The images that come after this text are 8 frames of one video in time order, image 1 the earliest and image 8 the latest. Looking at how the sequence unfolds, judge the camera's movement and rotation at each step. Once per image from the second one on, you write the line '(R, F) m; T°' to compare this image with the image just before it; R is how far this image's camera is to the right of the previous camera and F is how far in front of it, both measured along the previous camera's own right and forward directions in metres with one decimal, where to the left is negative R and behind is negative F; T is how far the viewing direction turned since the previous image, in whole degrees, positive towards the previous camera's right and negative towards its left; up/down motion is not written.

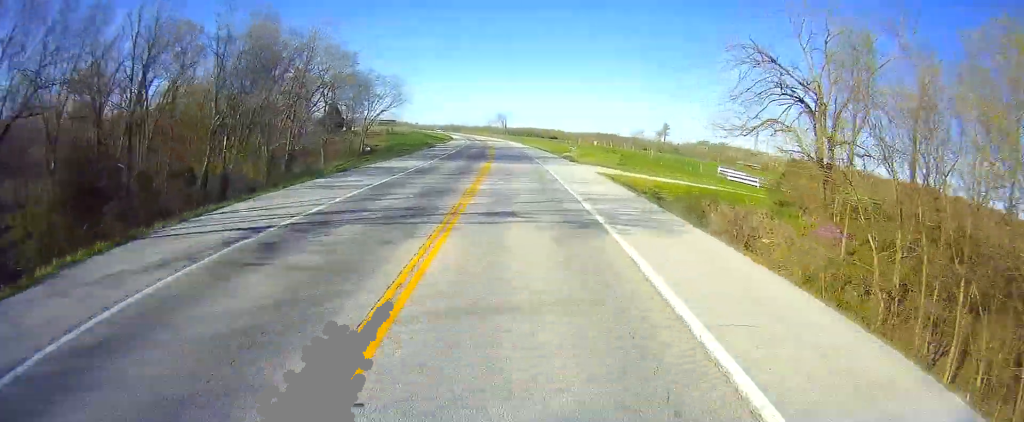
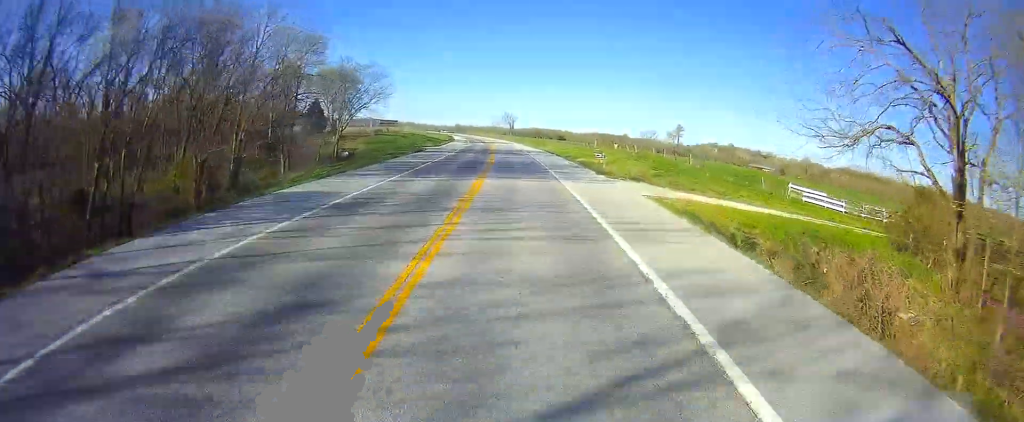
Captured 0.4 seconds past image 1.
(0.0, +13.5) m; -1°
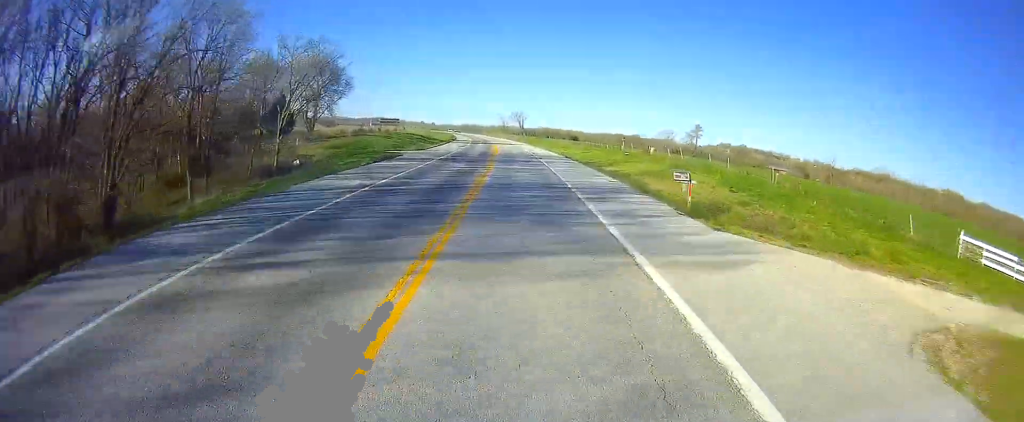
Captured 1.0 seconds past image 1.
(-0.4, +17.6) m; -1°
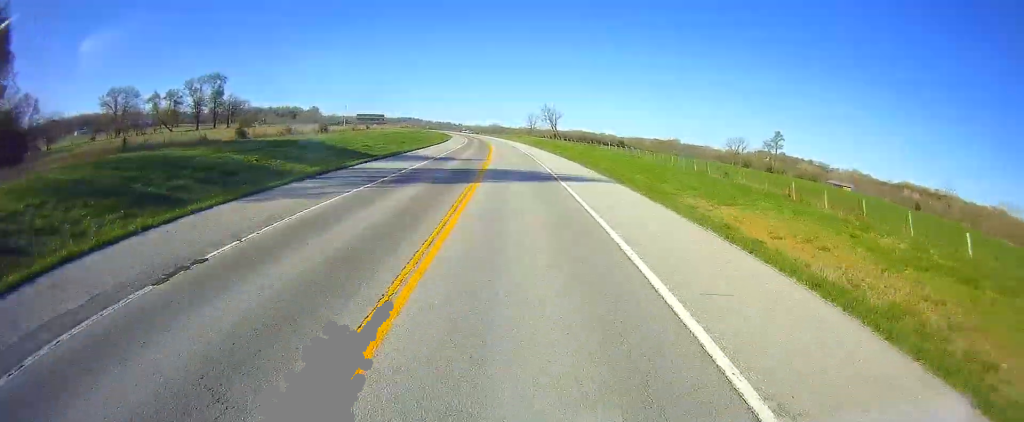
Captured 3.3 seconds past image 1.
(-0.9, +72.4) m; -2°
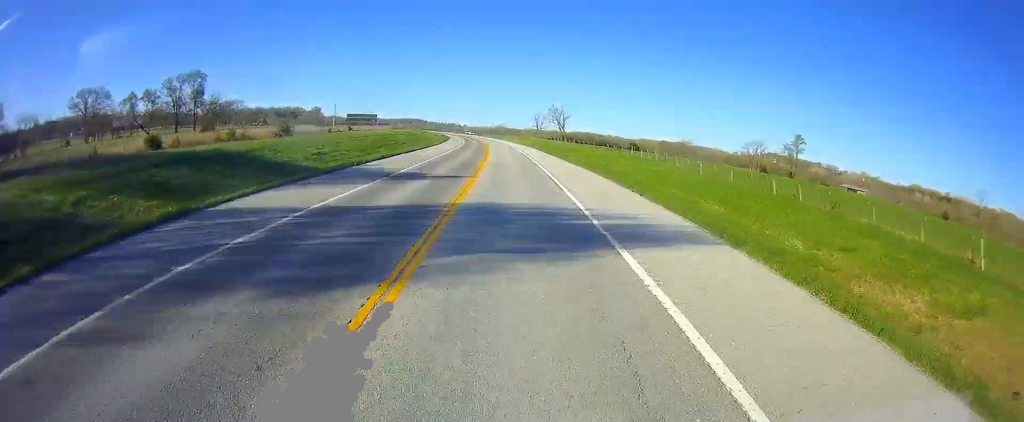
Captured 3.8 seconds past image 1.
(-0.2, +15.5) m; -1°
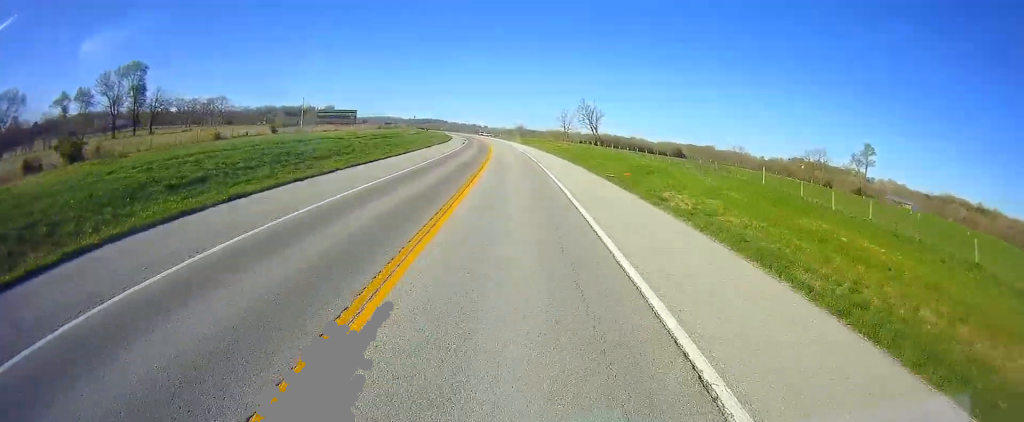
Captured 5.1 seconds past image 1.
(-0.9, +39.4) m; -1°
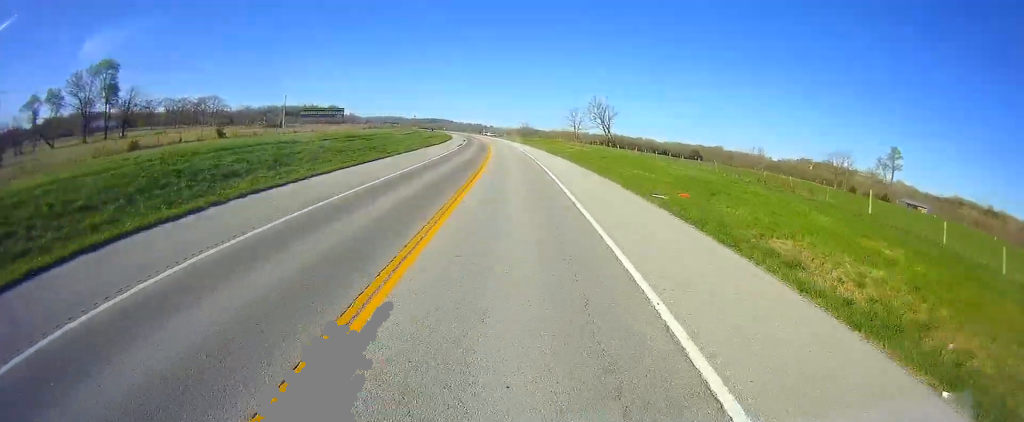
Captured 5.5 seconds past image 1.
(0.0, +13.5) m; 0°
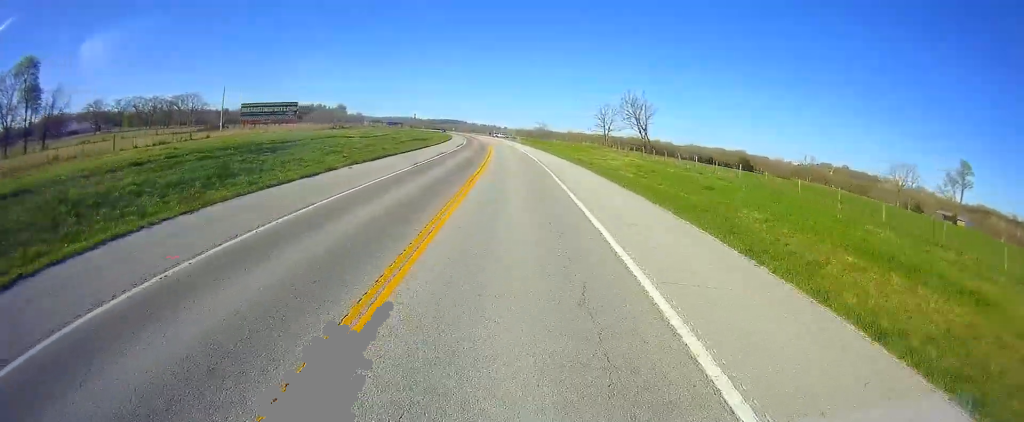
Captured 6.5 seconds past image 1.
(0.0, +31.2) m; -3°
